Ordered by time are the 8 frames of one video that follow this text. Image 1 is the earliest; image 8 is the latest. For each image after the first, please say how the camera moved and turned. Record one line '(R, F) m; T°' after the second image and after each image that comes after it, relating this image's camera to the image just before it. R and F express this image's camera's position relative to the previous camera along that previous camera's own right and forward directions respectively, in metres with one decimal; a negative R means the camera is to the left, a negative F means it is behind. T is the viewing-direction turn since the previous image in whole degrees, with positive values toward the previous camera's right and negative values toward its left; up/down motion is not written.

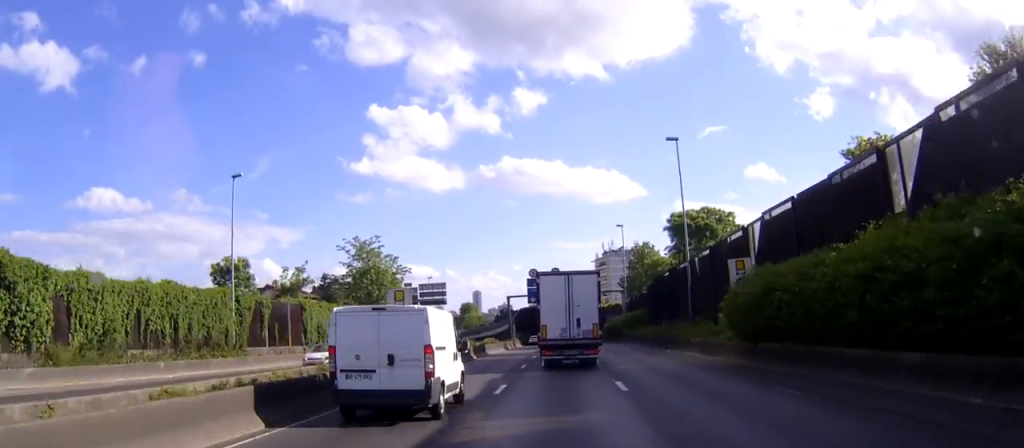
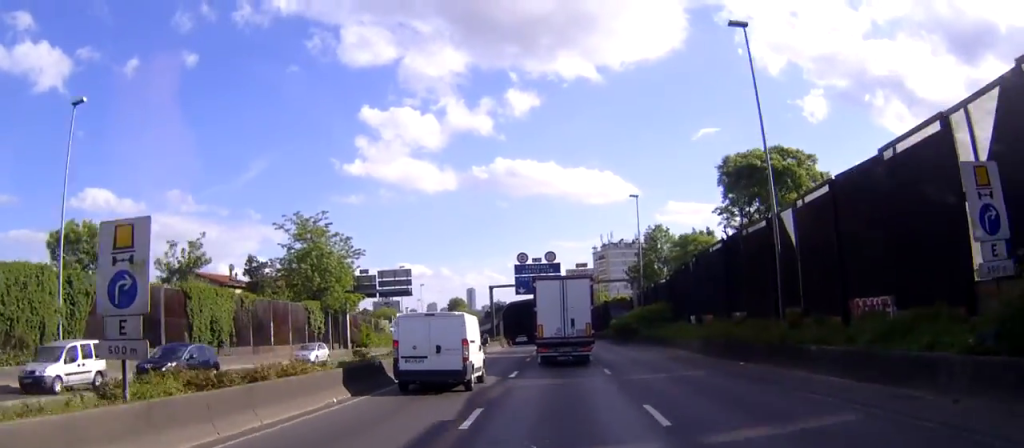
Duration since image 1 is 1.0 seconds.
(0.0, +20.5) m; 0°
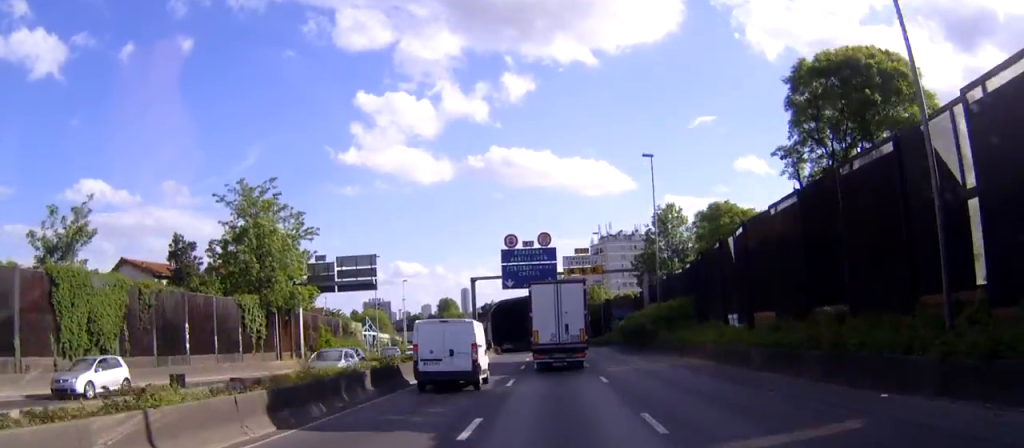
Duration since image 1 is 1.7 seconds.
(0.0, +13.3) m; 0°
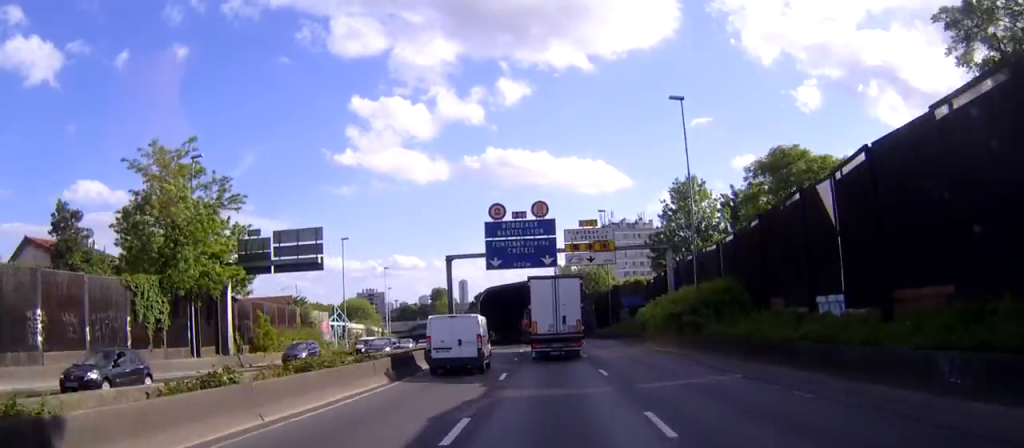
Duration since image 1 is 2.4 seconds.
(+0.1, +14.9) m; 0°
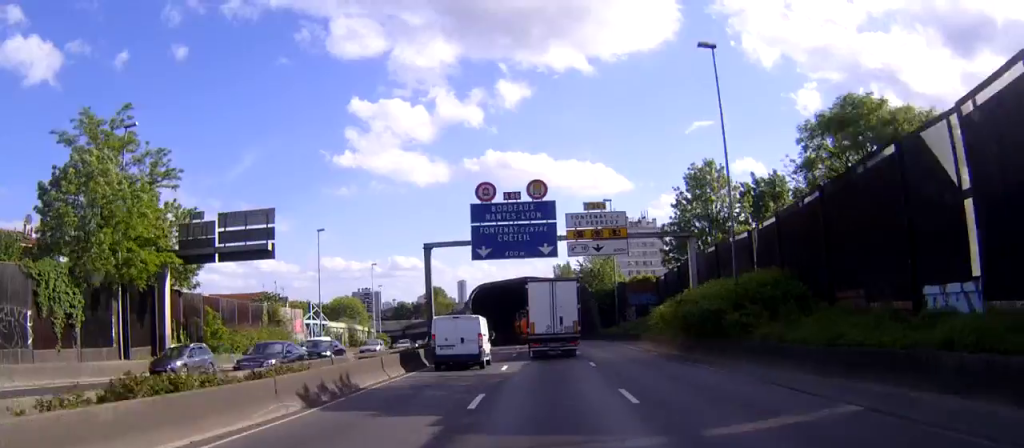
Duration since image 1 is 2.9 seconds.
(0.0, +8.8) m; 0°
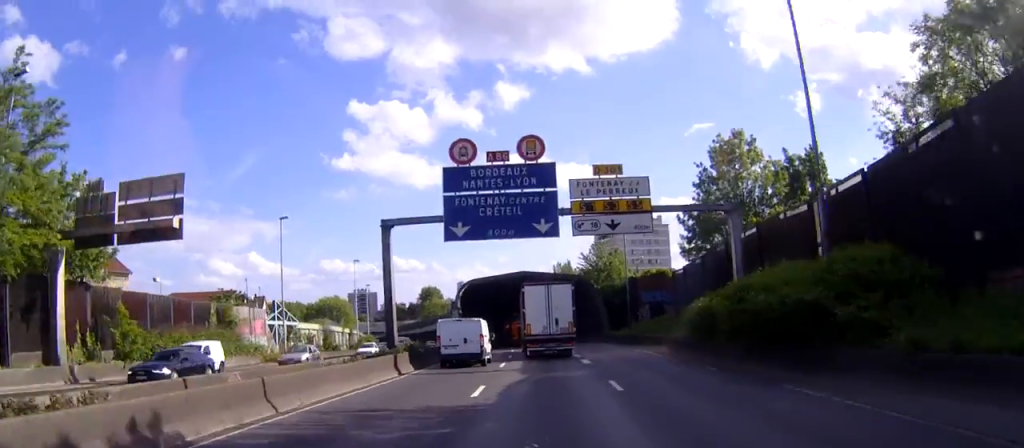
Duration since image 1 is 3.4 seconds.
(0.0, +10.9) m; 0°
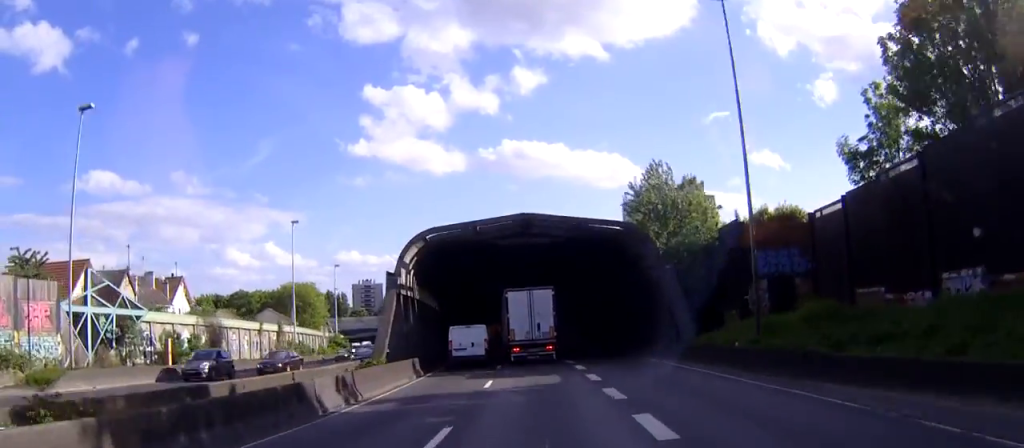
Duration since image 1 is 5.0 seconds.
(-0.3, +33.5) m; -2°
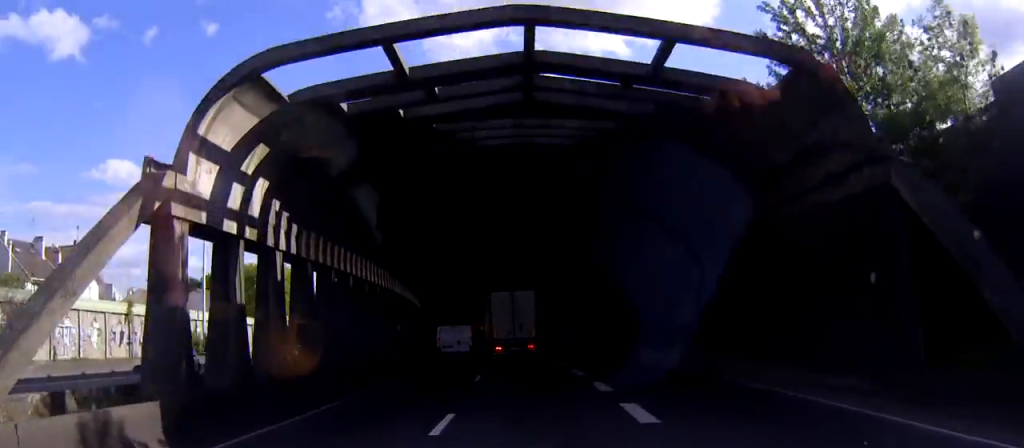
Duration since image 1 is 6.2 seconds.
(-0.4, +24.8) m; -2°
